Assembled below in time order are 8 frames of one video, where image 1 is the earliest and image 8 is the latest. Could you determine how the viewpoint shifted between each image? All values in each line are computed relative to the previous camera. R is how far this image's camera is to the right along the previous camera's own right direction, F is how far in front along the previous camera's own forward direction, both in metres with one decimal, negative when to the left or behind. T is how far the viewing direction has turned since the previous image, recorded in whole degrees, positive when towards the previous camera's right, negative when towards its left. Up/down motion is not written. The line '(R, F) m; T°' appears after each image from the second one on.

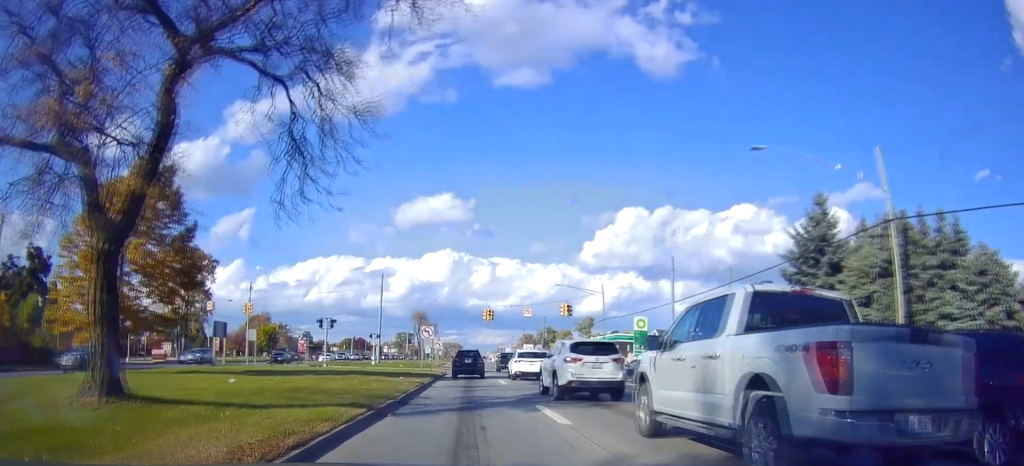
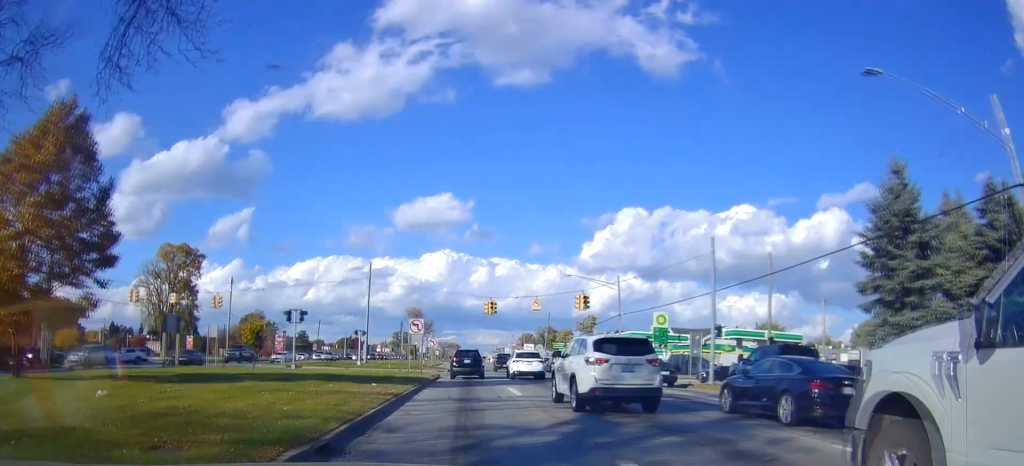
(0.0, +7.7) m; 0°
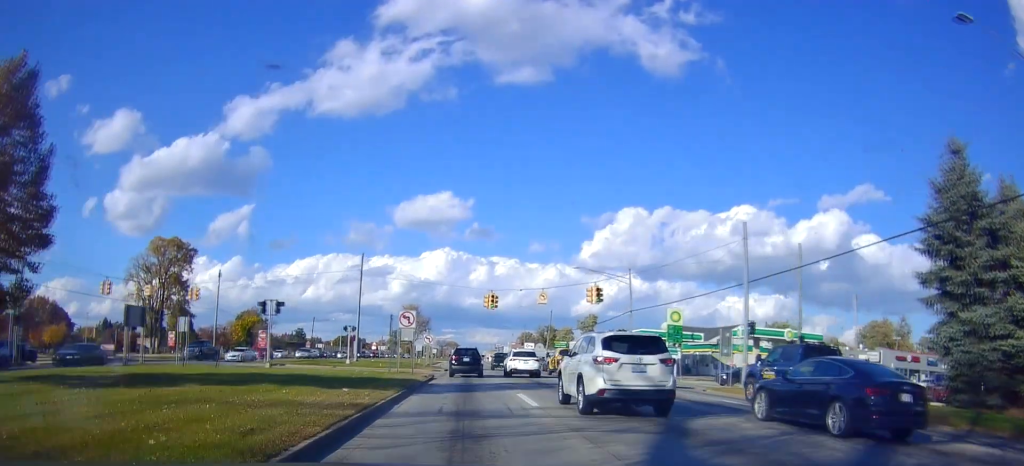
(0.0, +4.6) m; 0°
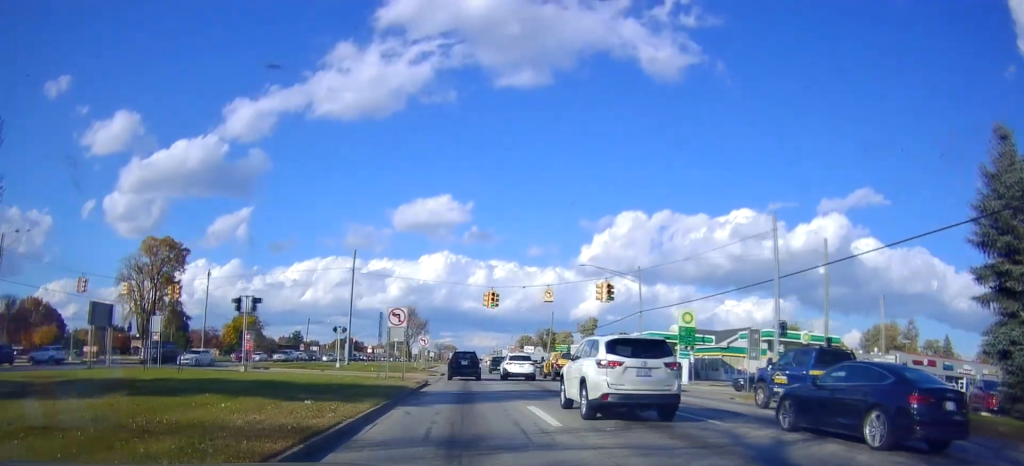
(0.0, +3.5) m; 0°
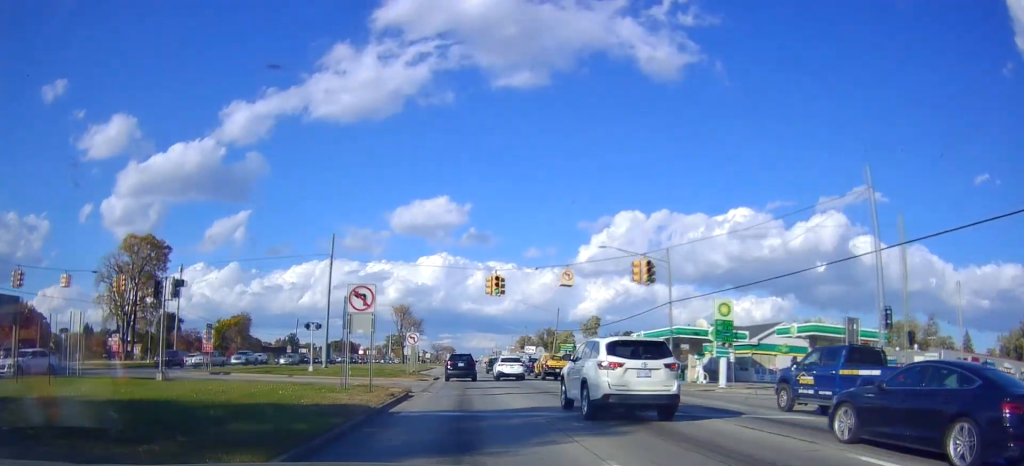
(0.0, +8.4) m; 0°
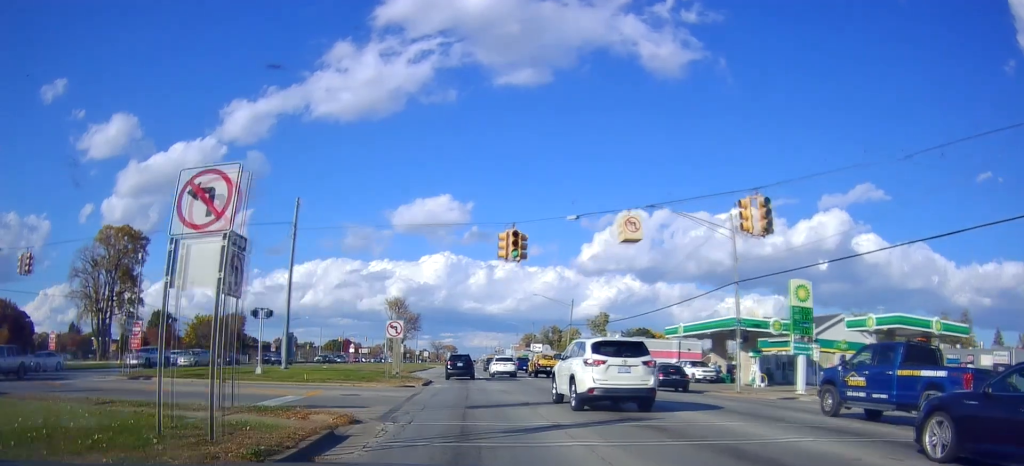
(0.0, +11.1) m; -2°
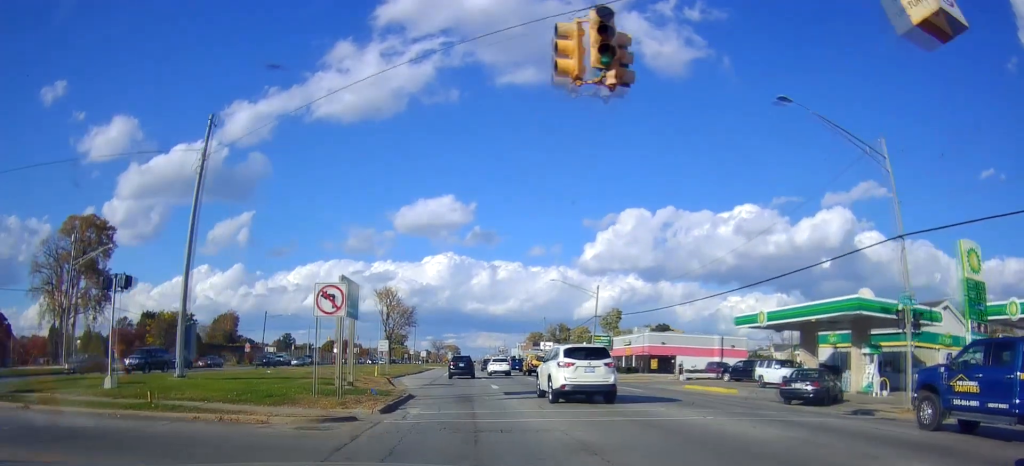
(-0.3, +14.9) m; +1°
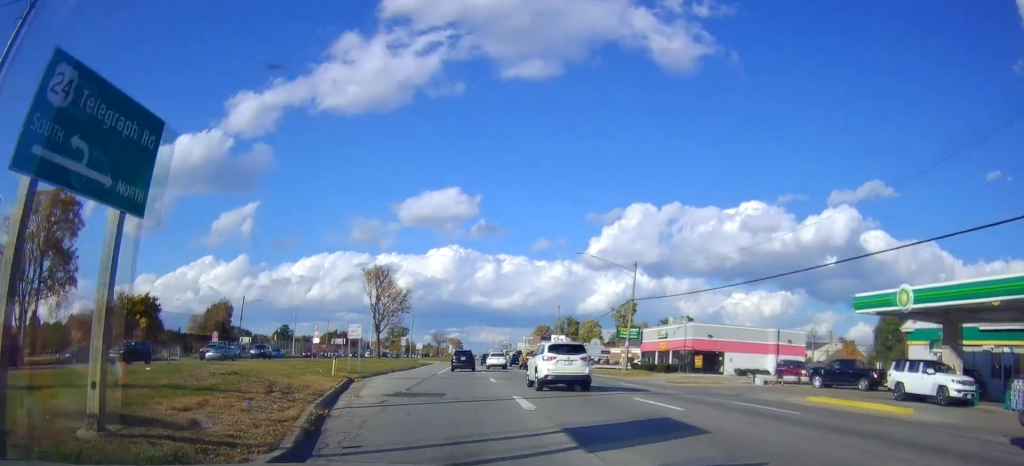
(+0.4, +14.3) m; +1°
